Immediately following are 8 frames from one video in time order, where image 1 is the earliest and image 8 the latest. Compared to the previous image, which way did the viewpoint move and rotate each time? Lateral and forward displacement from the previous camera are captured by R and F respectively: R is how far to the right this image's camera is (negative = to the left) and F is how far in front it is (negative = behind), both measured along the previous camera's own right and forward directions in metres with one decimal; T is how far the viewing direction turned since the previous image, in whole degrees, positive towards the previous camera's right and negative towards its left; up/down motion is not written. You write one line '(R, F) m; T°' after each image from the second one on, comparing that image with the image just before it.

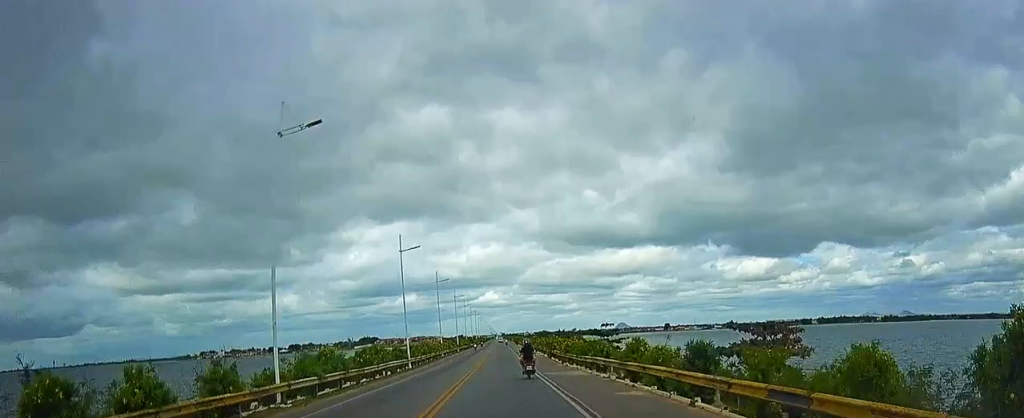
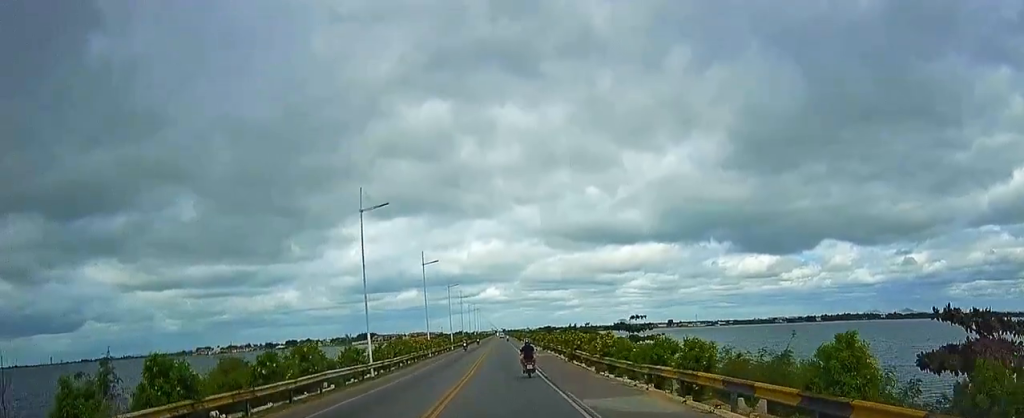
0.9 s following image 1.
(+0.1, +15.4) m; +1°
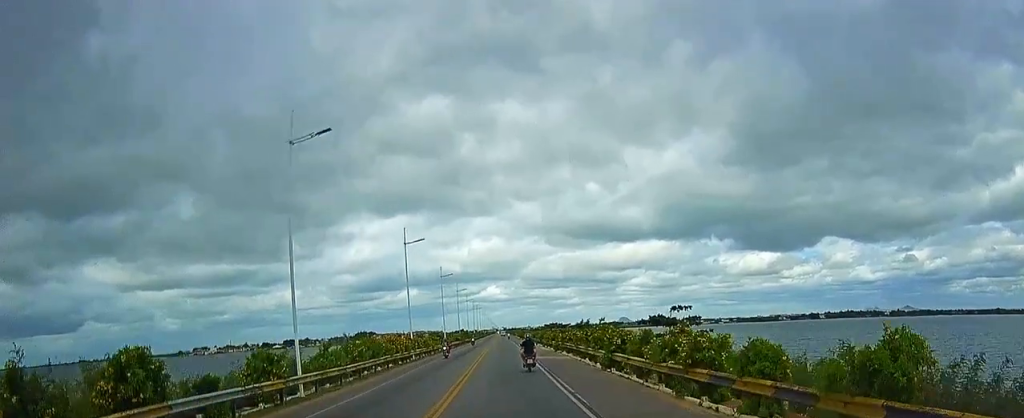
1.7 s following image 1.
(+0.2, +13.1) m; 0°
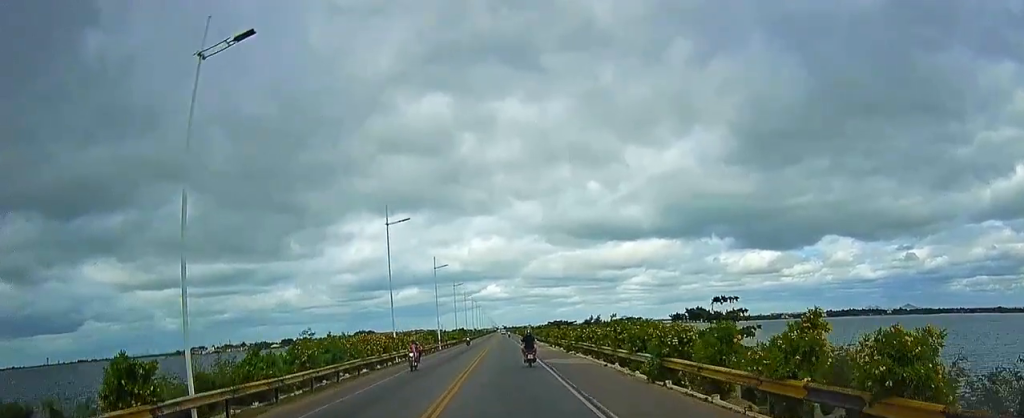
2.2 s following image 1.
(+0.1, +8.5) m; 0°
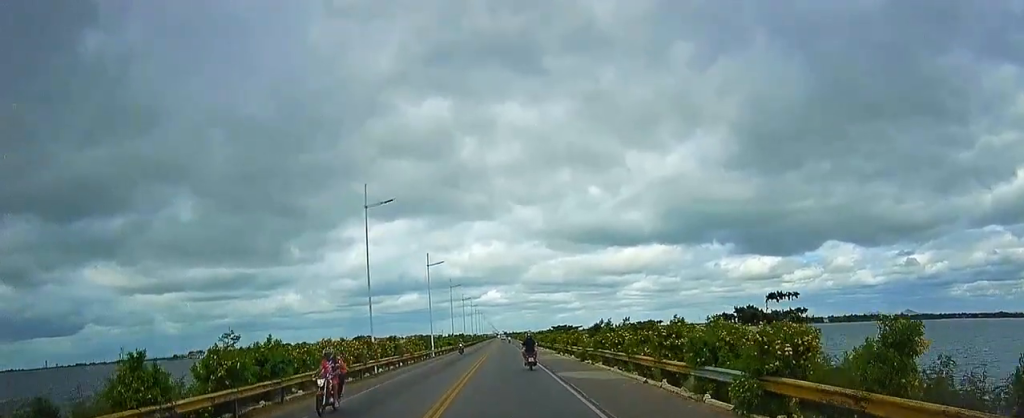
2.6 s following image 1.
(-0.2, +7.4) m; 0°
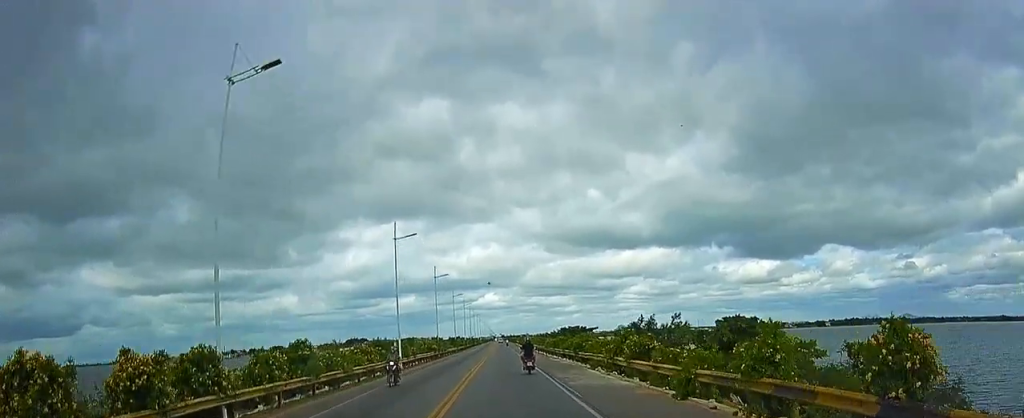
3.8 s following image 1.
(-0.1, +20.1) m; +1°
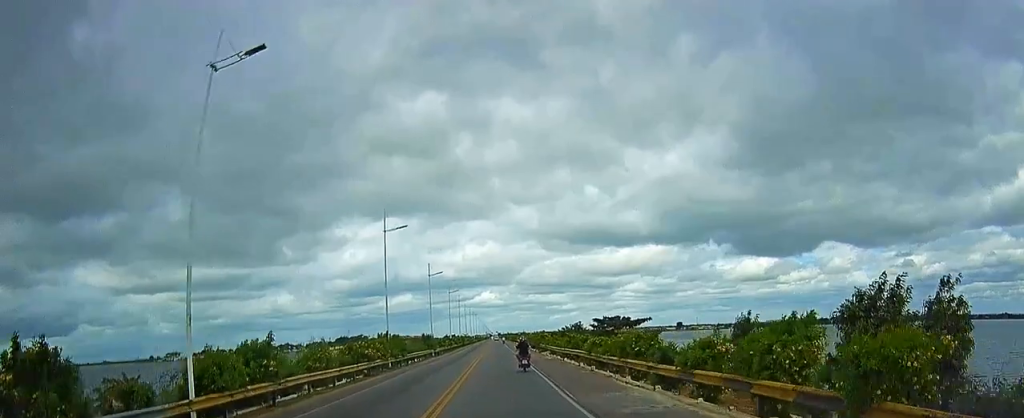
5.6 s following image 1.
(+0.9, +31.7) m; +2°
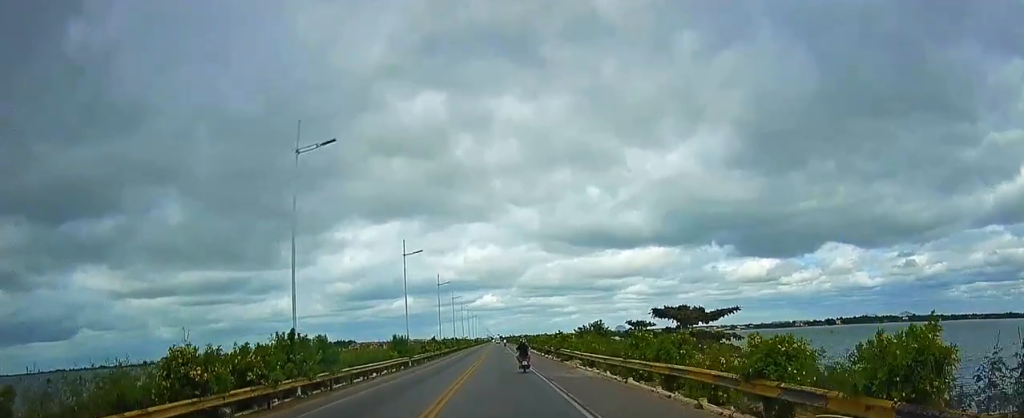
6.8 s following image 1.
(-0.3, +20.4) m; -2°
